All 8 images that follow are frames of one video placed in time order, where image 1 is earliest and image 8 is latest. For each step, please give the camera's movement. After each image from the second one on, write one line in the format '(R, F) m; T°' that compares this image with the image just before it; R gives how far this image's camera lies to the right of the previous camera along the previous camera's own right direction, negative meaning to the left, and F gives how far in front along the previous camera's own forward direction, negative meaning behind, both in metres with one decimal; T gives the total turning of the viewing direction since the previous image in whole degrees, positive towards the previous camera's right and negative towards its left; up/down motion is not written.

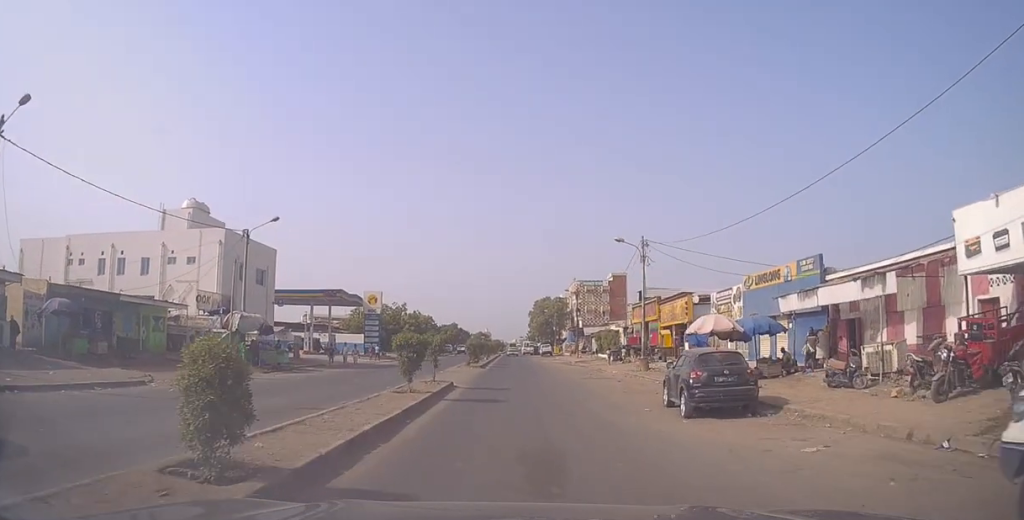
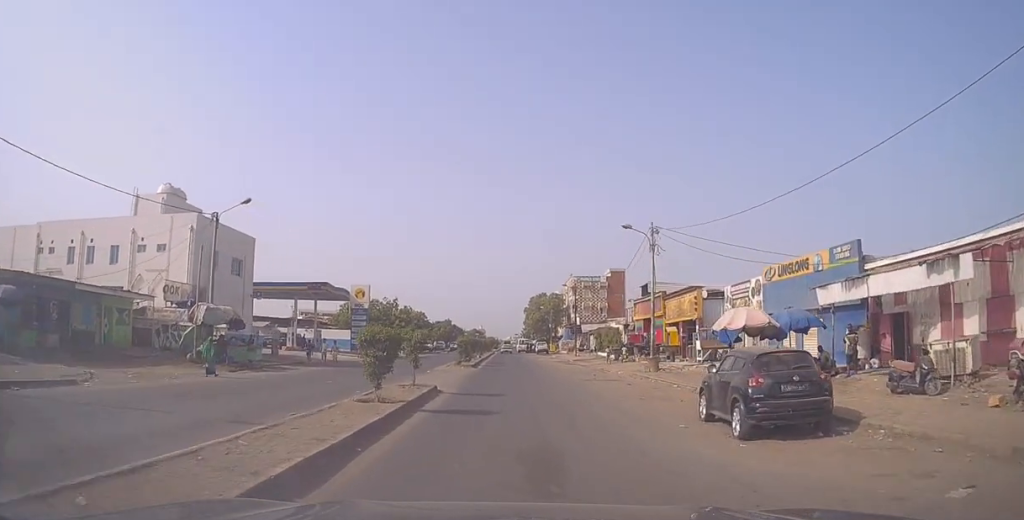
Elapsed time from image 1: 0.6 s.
(+0.1, +3.3) m; +1°
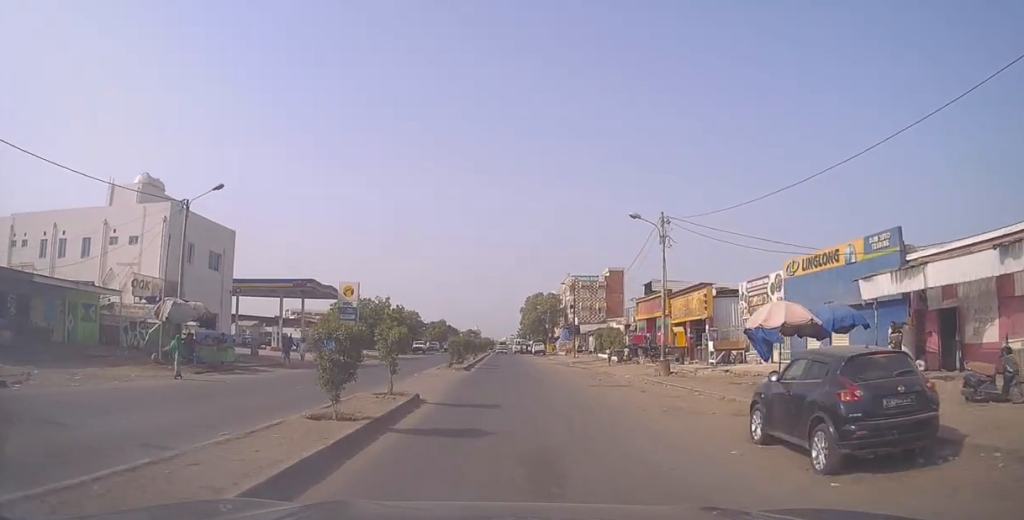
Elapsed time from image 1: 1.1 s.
(0.0, +2.8) m; 0°
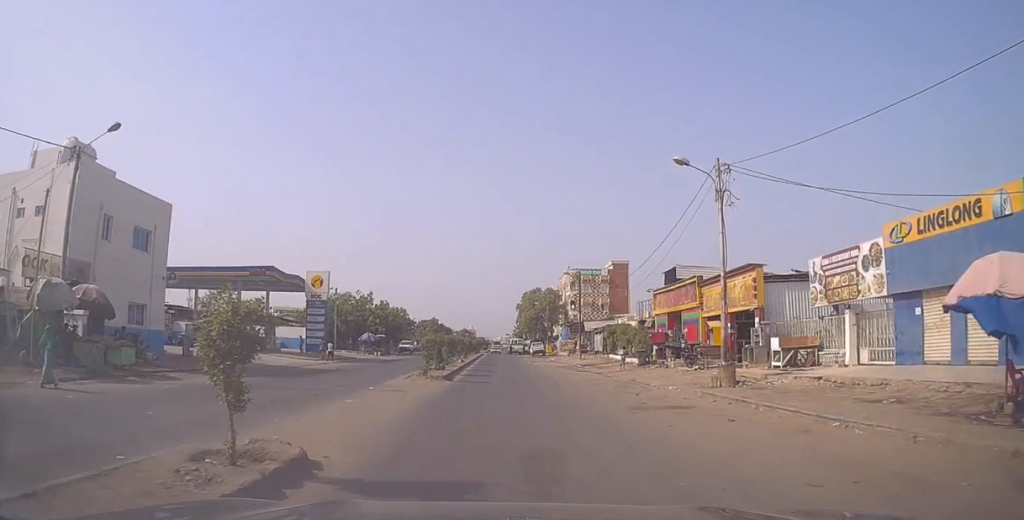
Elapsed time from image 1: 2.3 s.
(-0.3, +10.4) m; -4°
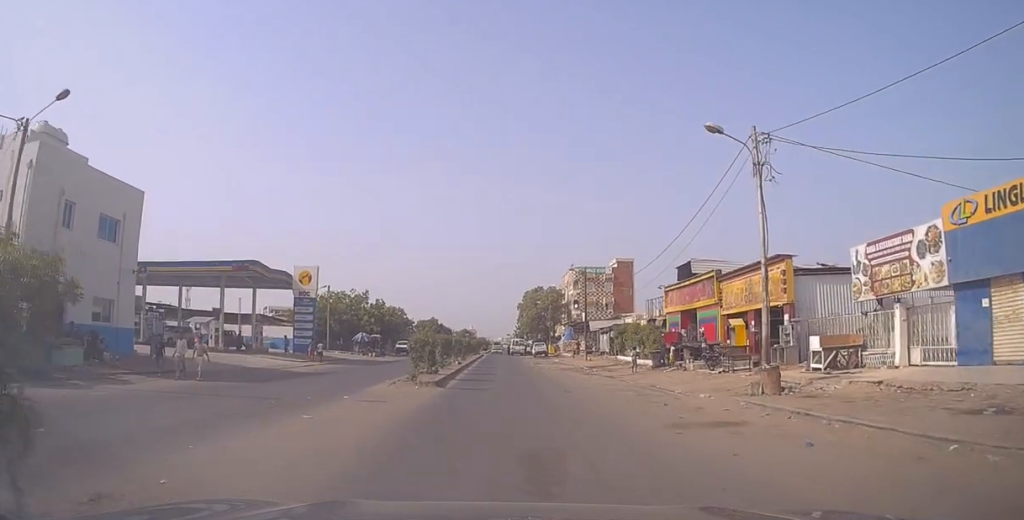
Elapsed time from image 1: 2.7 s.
(-0.2, +3.9) m; -1°
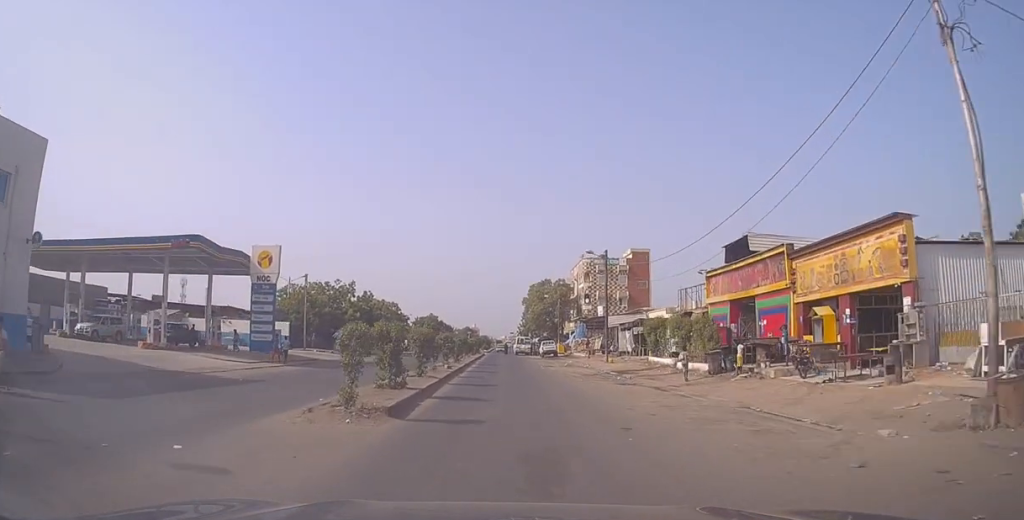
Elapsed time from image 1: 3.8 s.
(0.0, +9.8) m; +1°
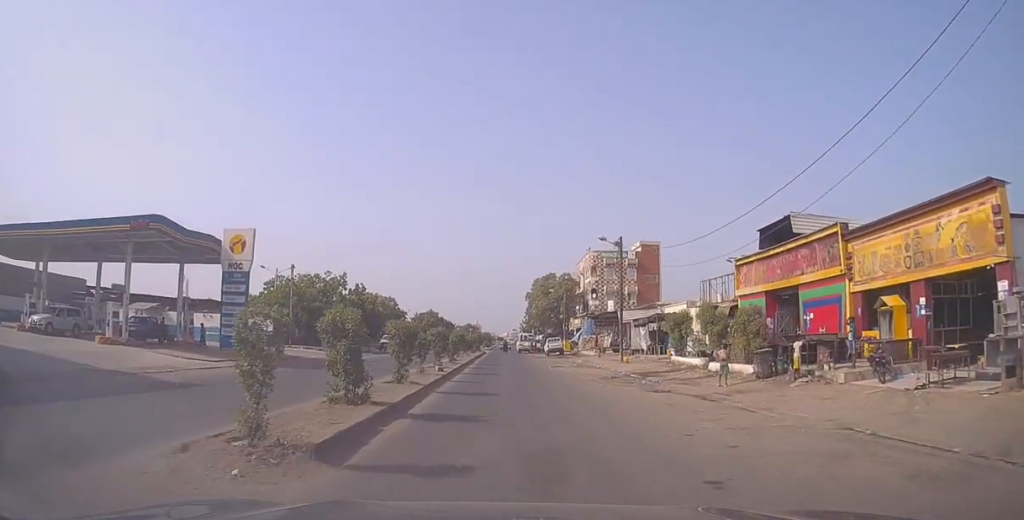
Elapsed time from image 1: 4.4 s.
(0.0, +4.8) m; +1°
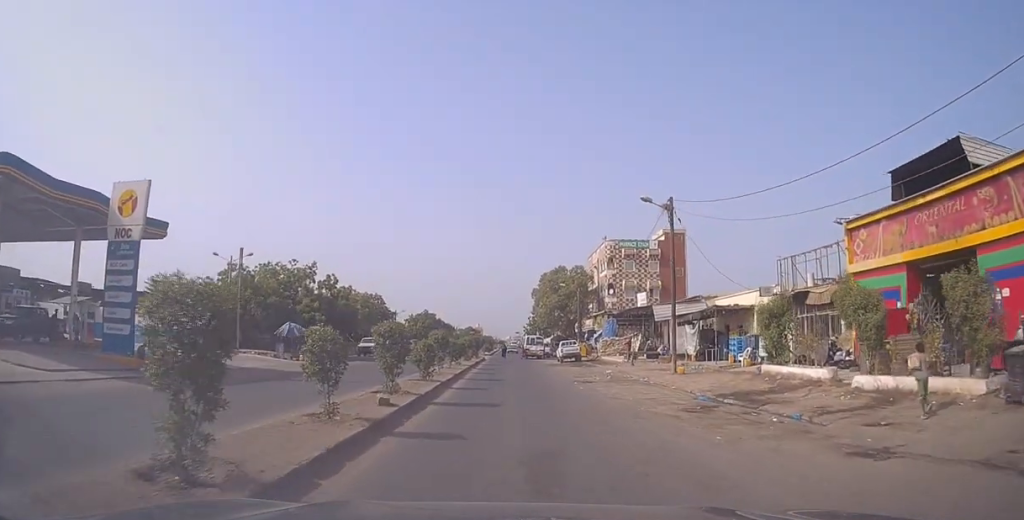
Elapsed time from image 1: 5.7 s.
(+0.1, +12.3) m; +1°
